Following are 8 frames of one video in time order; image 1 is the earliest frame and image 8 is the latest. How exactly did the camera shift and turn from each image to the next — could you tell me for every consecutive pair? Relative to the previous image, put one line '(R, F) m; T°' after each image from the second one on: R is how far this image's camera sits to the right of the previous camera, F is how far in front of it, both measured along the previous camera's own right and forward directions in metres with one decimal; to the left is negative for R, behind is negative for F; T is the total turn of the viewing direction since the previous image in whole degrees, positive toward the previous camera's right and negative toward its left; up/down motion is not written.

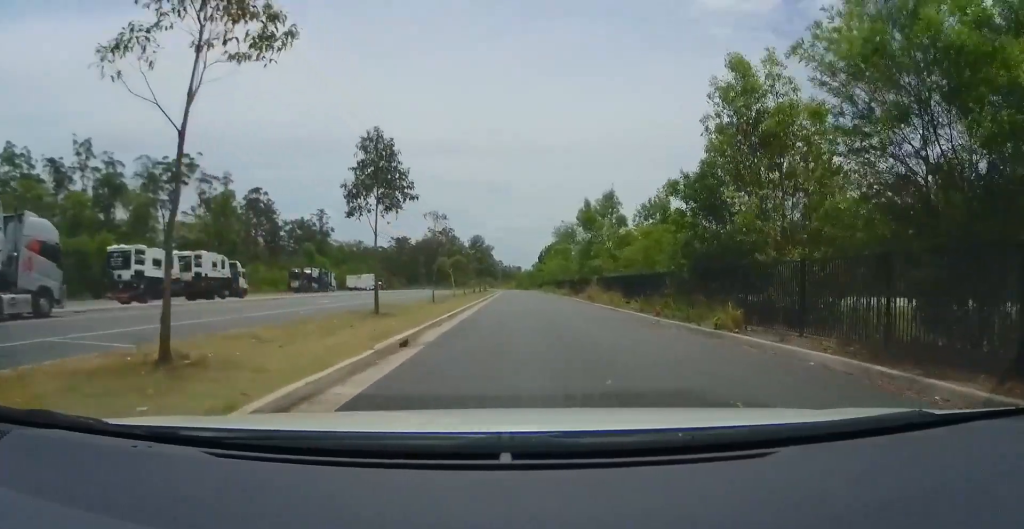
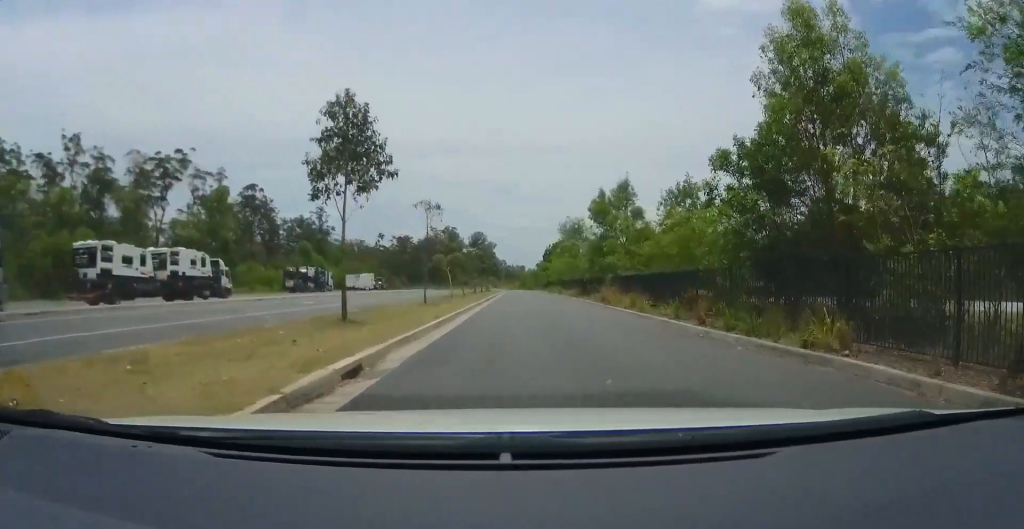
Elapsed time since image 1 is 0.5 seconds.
(-0.2, +4.1) m; -2°
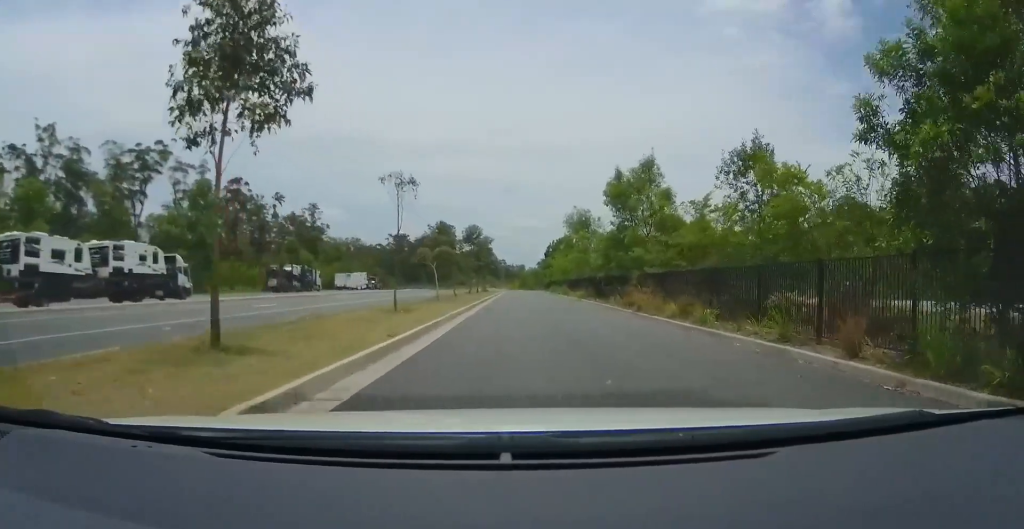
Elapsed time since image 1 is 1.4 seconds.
(-0.1, +6.7) m; -1°
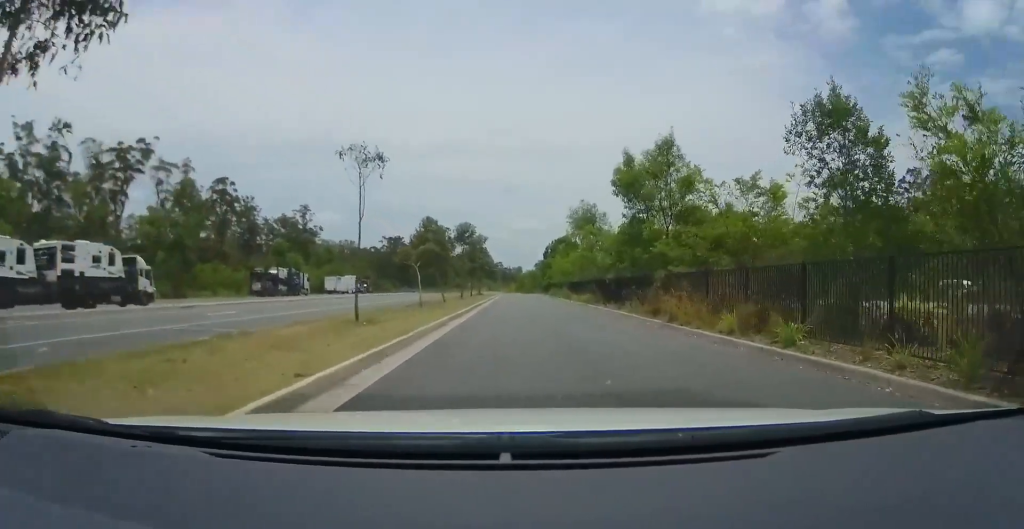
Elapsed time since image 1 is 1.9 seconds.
(0.0, +4.5) m; 0°
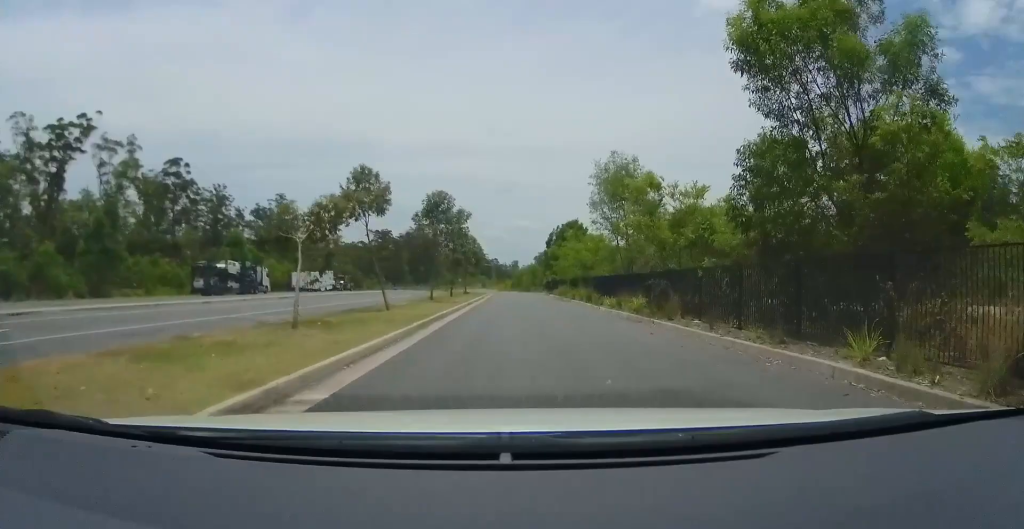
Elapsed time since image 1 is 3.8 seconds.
(-0.1, +15.0) m; 0°
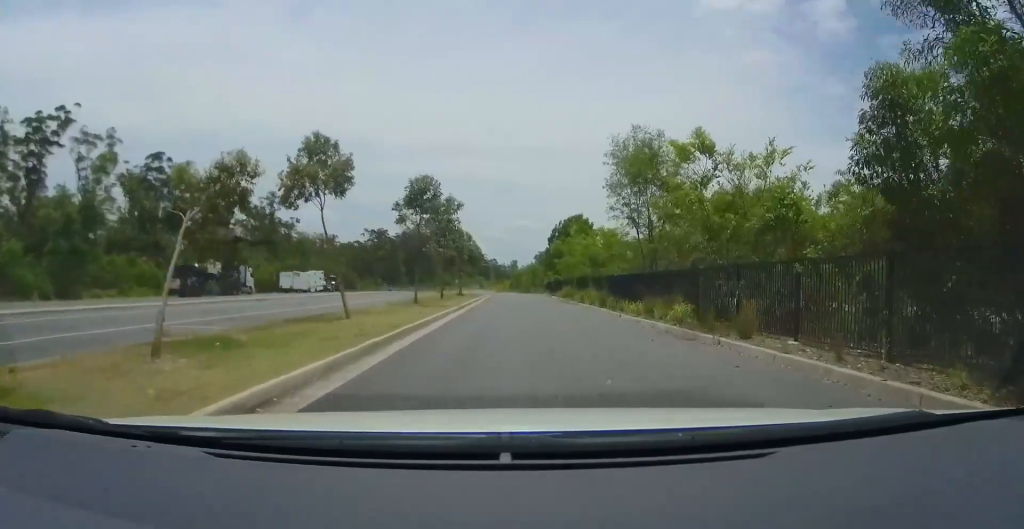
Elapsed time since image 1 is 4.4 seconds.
(0.0, +5.1) m; +1°
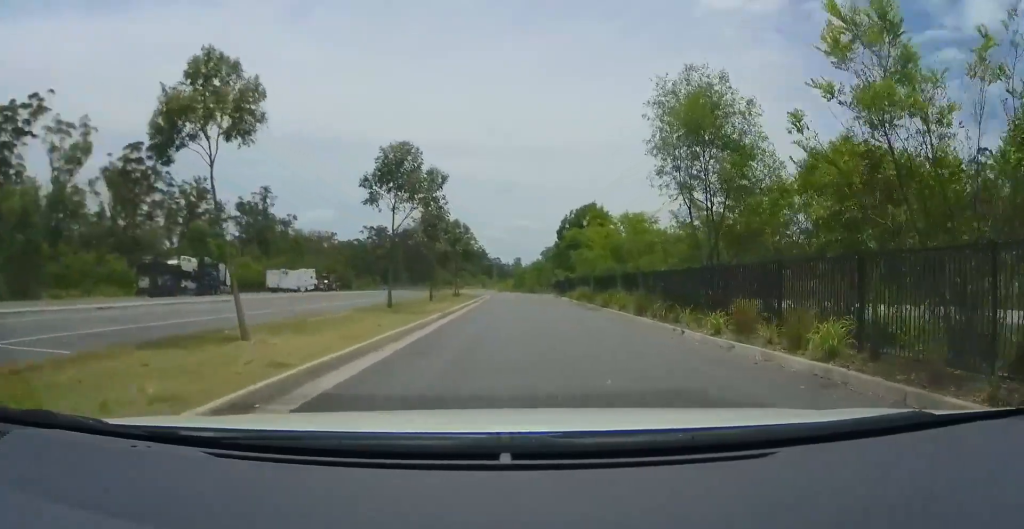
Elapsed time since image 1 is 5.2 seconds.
(+0.1, +7.0) m; +1°
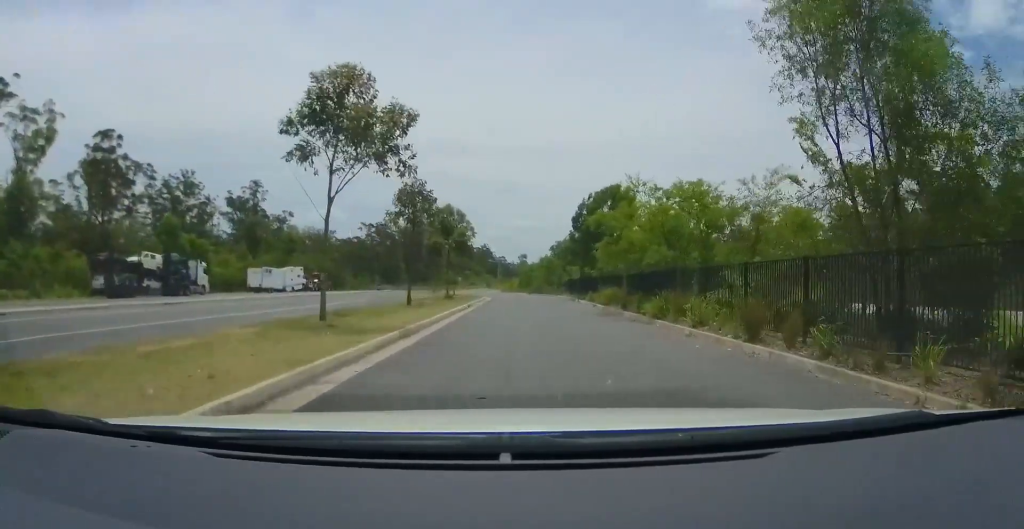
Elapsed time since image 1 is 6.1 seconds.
(+0.2, +8.5) m; -1°
